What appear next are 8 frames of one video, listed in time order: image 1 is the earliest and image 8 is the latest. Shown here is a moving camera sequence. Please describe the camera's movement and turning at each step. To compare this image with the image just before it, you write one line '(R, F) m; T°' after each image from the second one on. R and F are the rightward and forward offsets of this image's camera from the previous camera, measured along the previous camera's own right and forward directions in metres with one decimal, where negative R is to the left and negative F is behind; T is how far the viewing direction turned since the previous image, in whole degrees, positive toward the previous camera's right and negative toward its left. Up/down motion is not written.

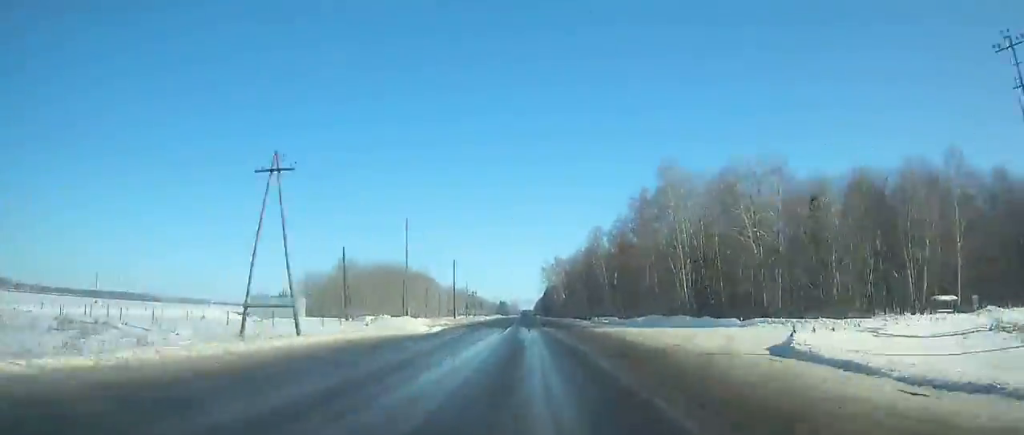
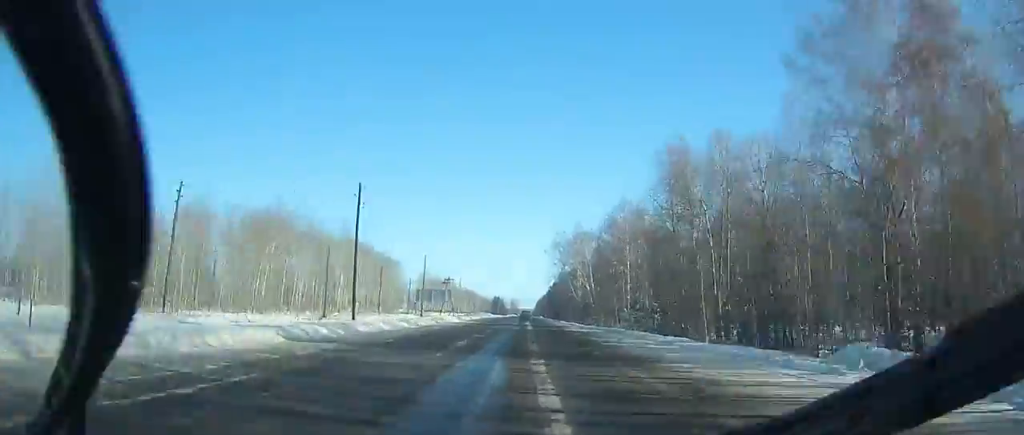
(0.0, +63.2) m; 0°
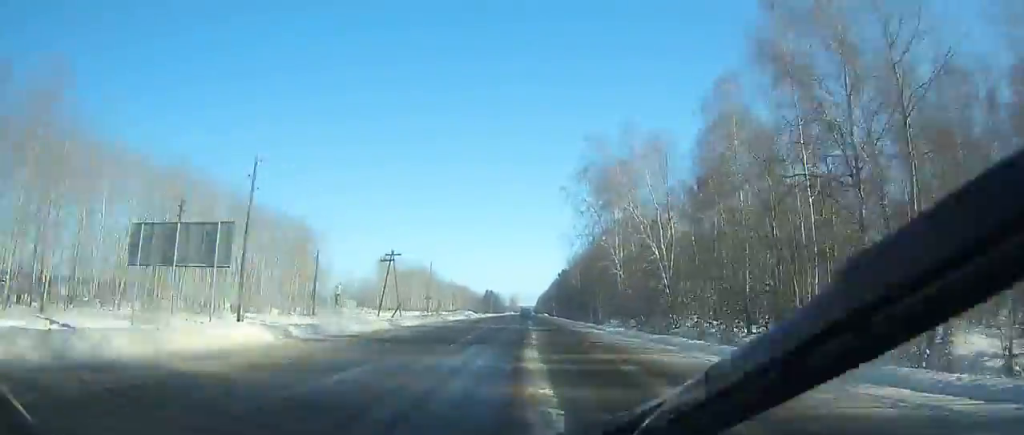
(-0.1, +55.6) m; 0°
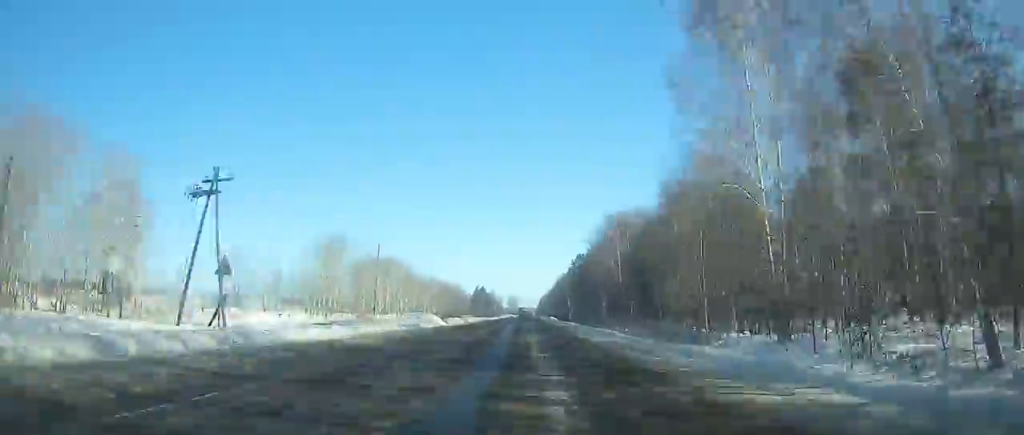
(0.0, +46.3) m; 0°
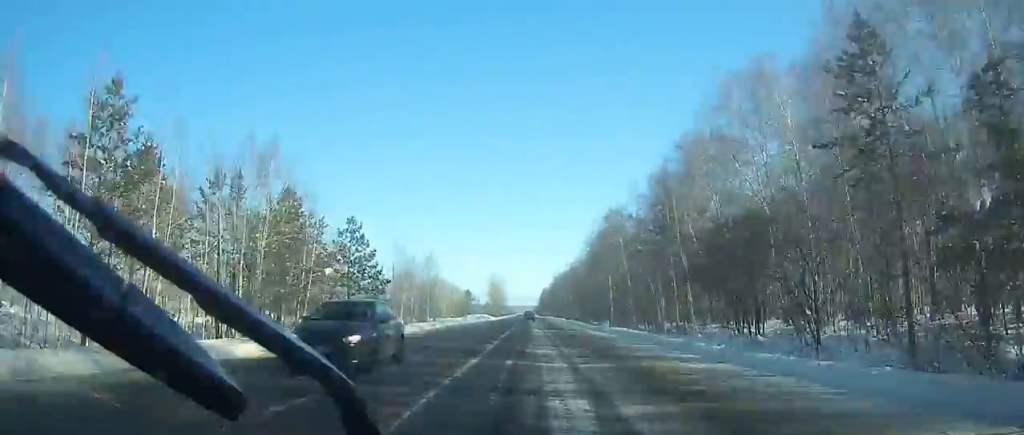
(+0.2, +175.7) m; 0°
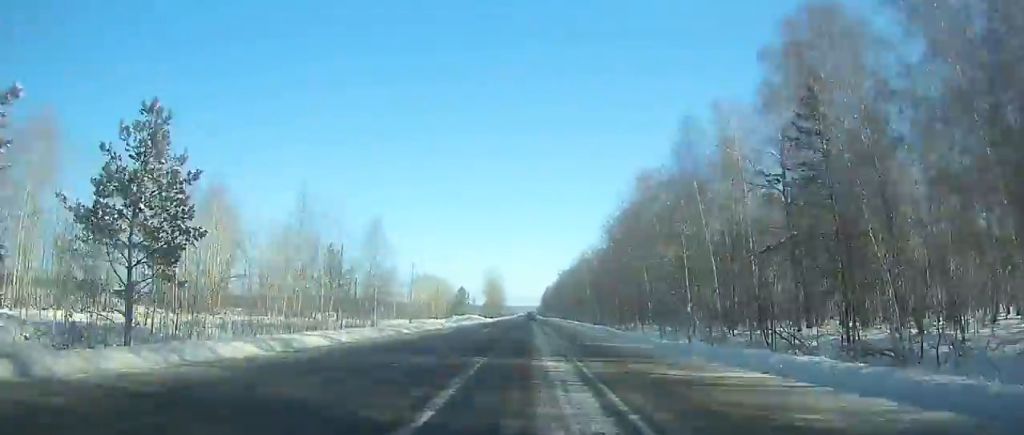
(+0.2, +27.2) m; 0°
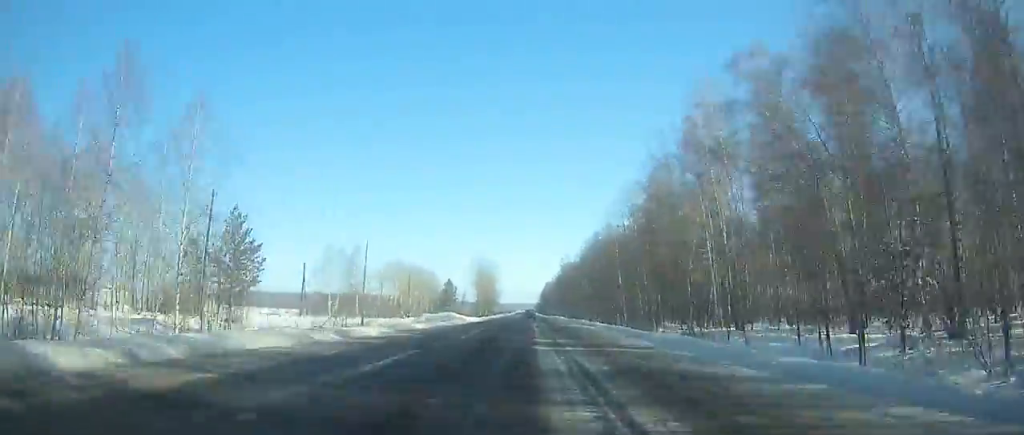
(-0.2, +29.7) m; 0°
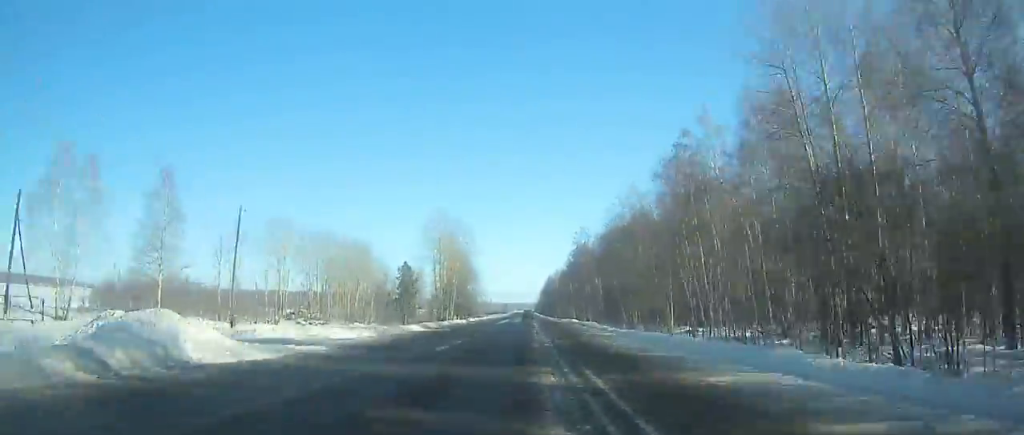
(-0.1, +59.6) m; 0°
